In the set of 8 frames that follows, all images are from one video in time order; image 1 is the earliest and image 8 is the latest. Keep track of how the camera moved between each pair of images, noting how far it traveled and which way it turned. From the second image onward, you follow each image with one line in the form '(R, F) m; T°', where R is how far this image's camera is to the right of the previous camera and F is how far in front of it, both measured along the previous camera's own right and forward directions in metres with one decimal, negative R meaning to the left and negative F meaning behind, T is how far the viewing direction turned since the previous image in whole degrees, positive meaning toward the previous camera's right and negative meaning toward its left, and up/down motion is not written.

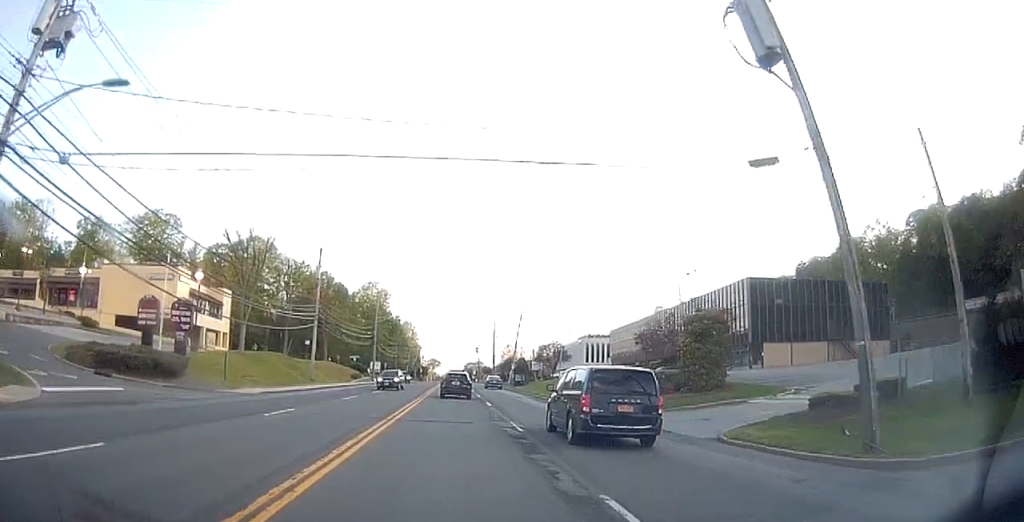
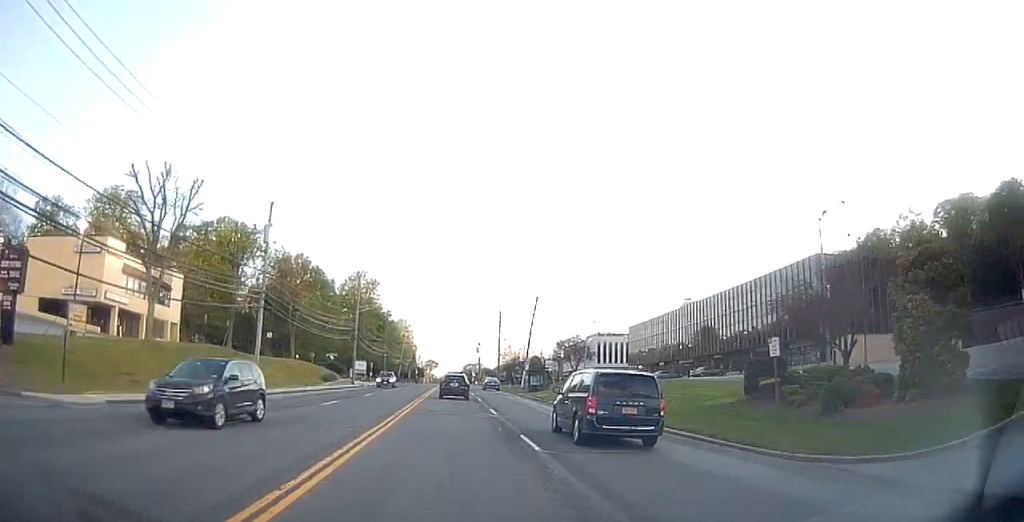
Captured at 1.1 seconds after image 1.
(-0.1, +17.1) m; -1°
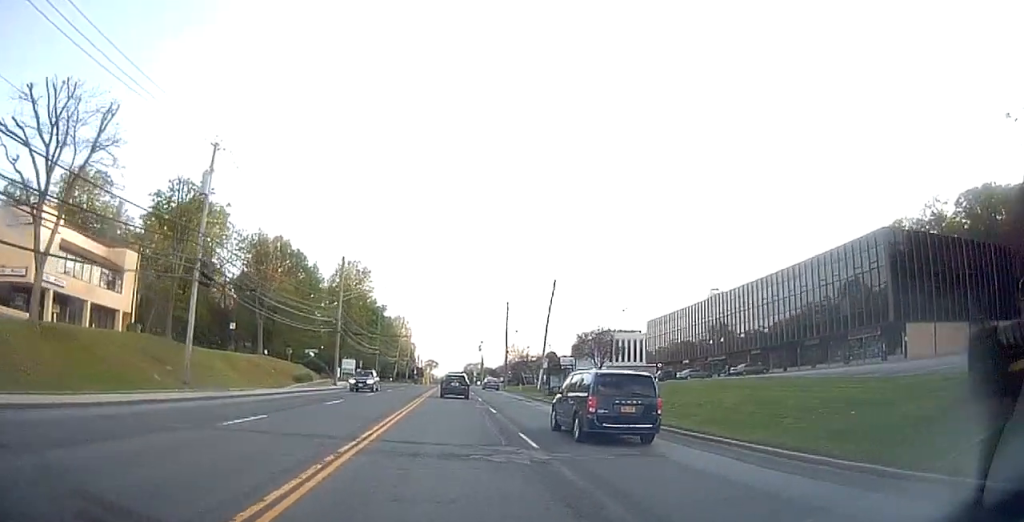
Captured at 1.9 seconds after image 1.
(0.0, +11.9) m; 0°
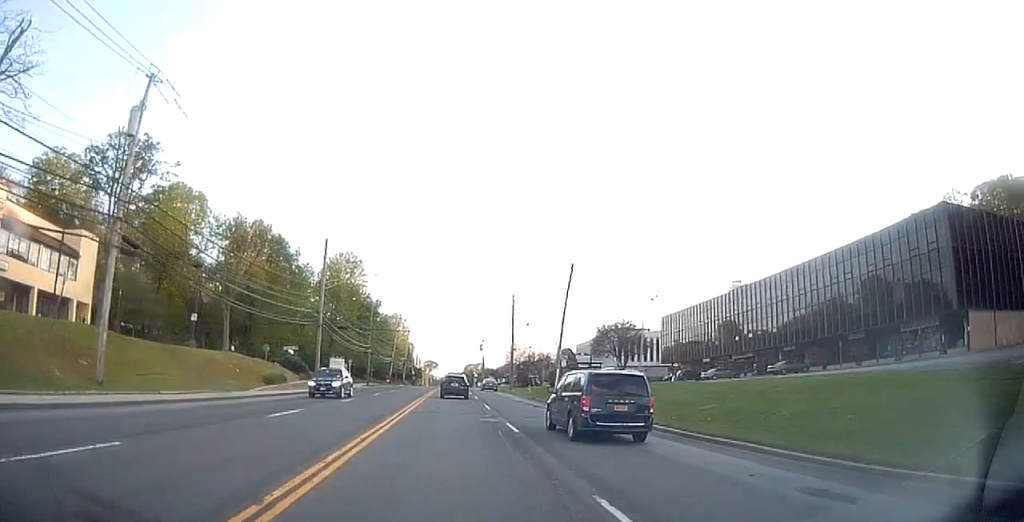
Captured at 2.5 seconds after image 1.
(+0.1, +8.7) m; +1°
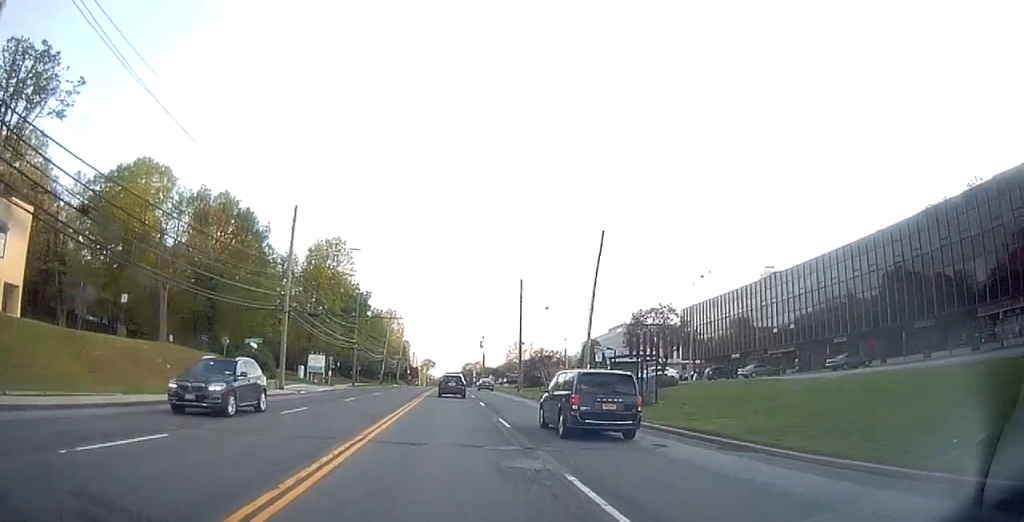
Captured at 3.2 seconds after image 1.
(+0.1, +10.9) m; 0°
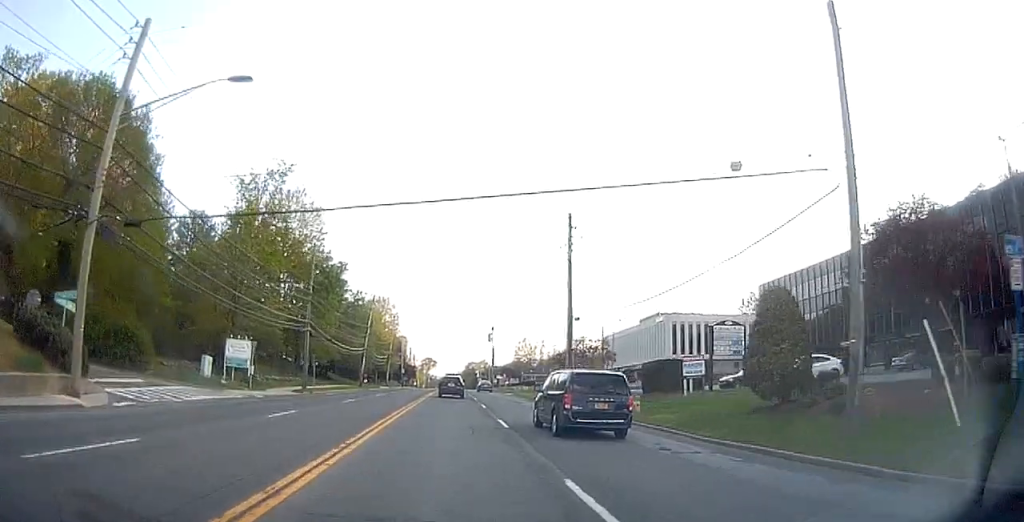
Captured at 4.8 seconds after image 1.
(-0.4, +25.7) m; -1°
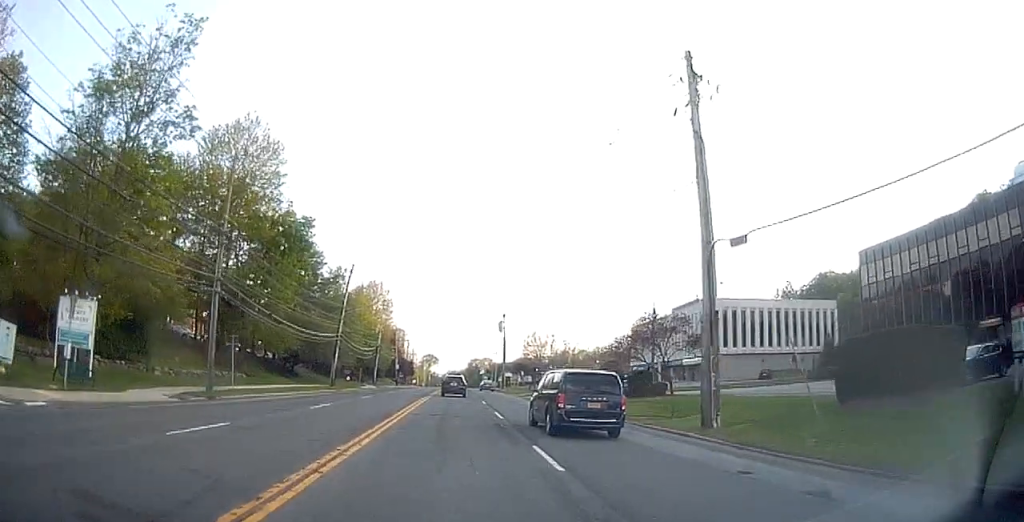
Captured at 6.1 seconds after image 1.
(+0.3, +20.3) m; +1°
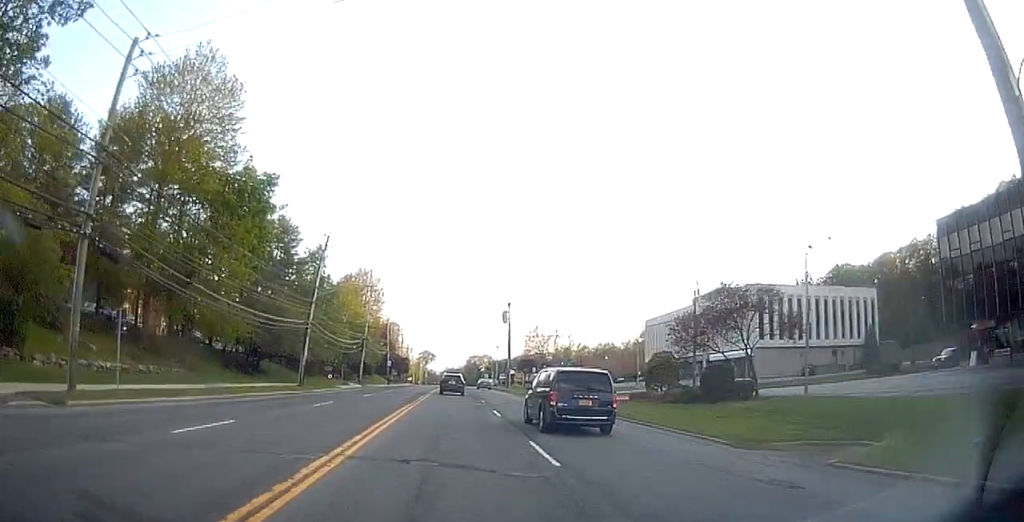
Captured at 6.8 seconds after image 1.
(+0.1, +12.0) m; 0°
